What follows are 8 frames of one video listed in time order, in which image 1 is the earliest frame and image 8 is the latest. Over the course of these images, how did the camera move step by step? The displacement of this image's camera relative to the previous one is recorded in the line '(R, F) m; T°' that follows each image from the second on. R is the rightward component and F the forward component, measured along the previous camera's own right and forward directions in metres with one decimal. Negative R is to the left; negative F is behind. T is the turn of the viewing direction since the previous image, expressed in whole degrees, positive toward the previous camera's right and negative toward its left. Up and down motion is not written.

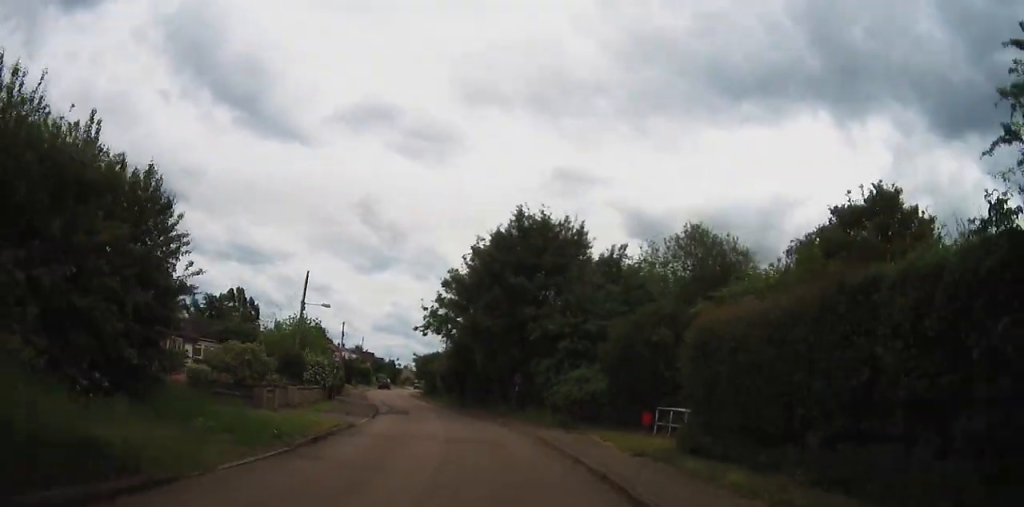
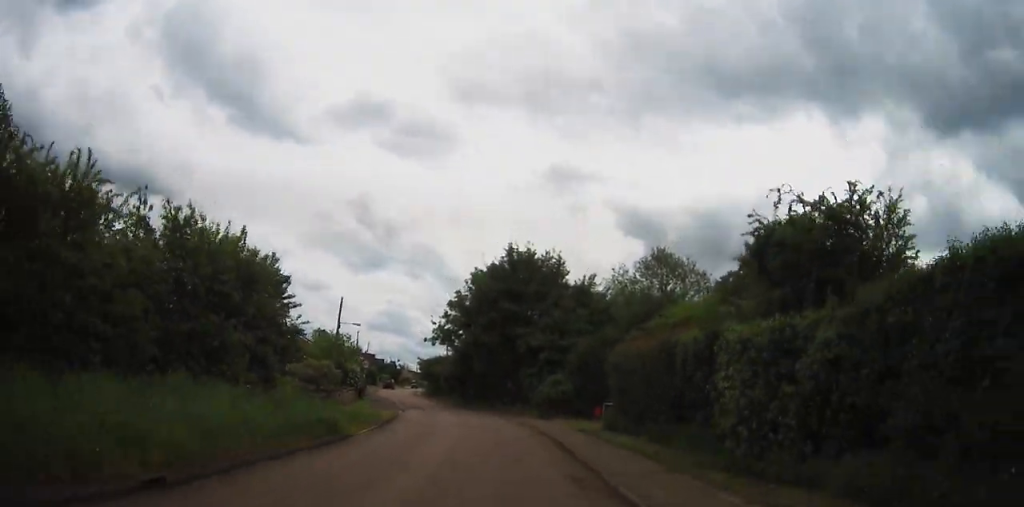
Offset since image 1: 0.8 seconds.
(+0.2, +9.7) m; +1°
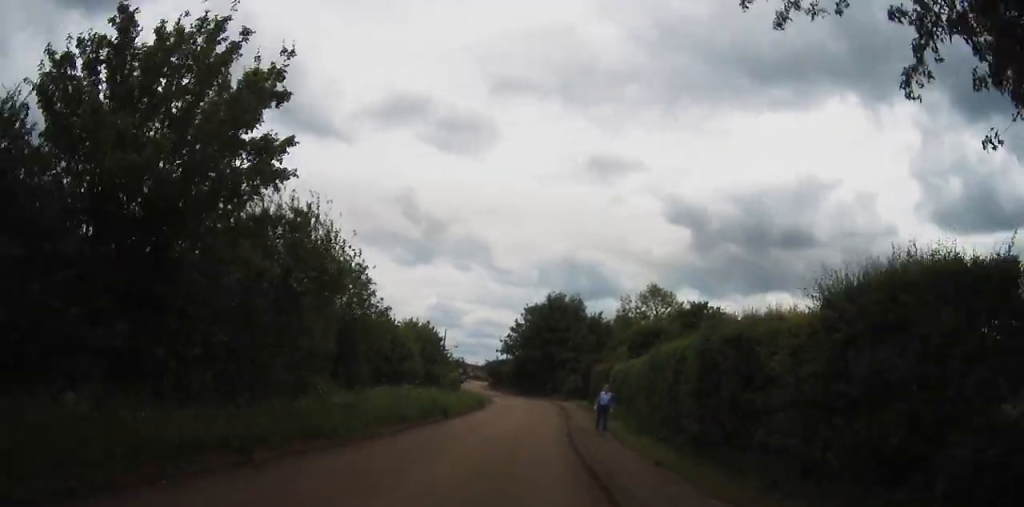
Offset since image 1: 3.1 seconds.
(-0.5, +29.1) m; -4°
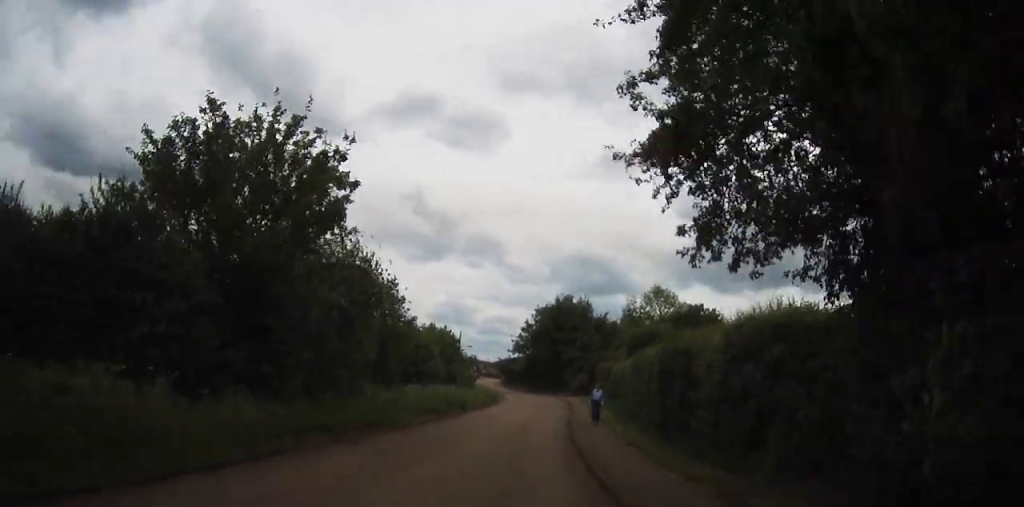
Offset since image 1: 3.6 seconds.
(-0.1, +4.9) m; -1°
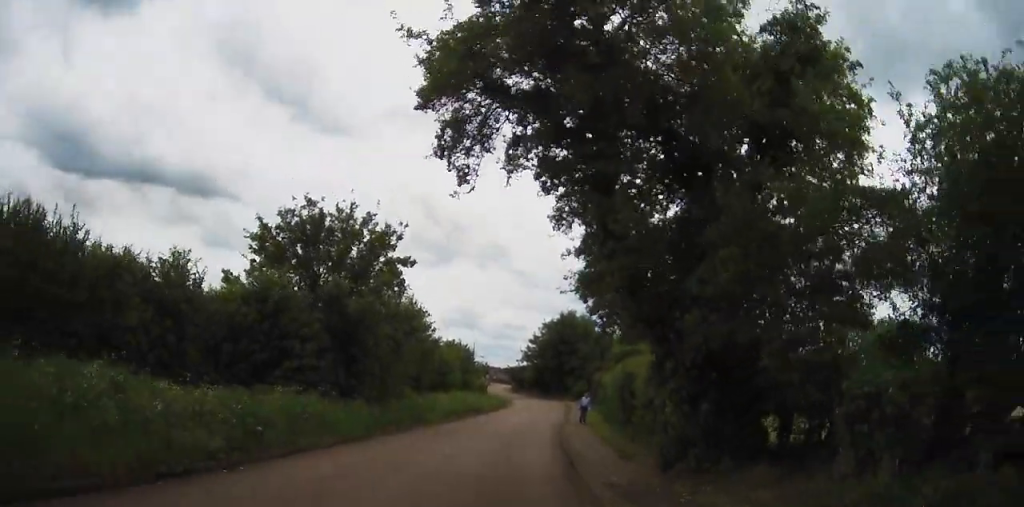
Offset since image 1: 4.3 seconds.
(-0.1, +8.6) m; -1°
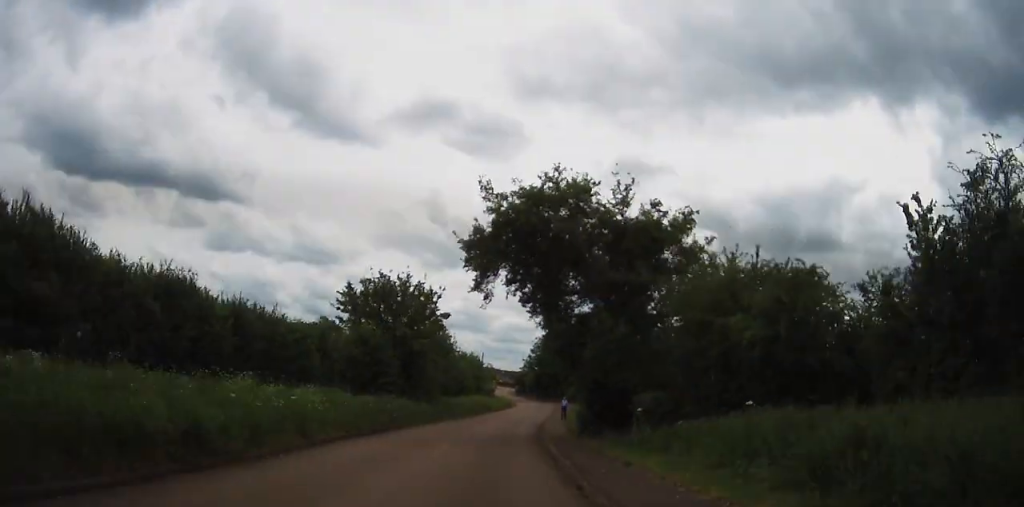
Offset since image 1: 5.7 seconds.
(+0.1, +14.5) m; -1°
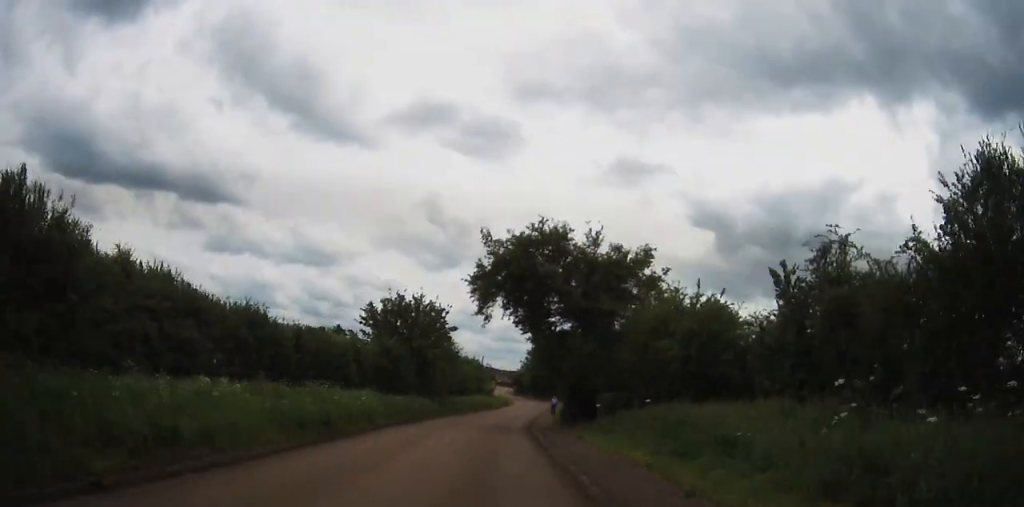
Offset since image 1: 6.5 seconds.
(-0.1, +7.7) m; -1°
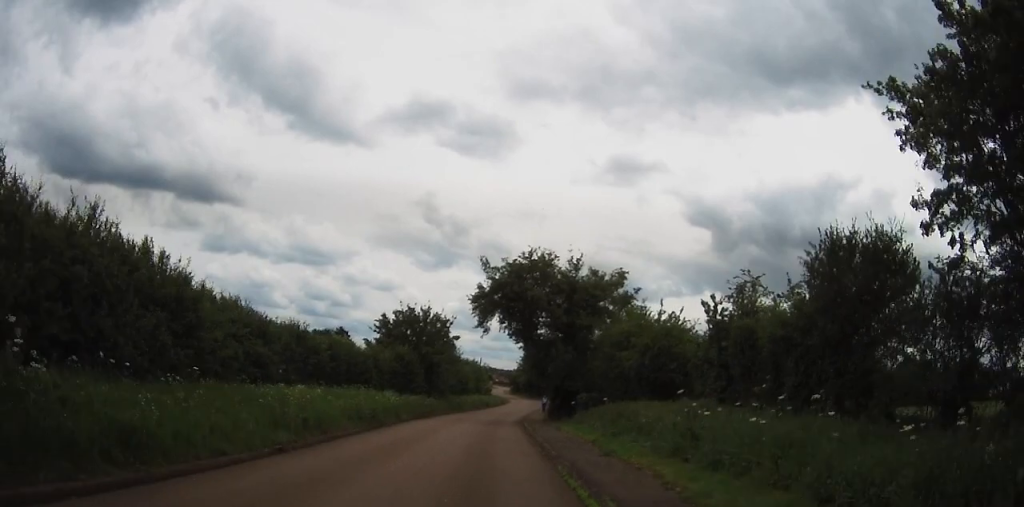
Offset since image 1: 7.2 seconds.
(-0.2, +7.1) m; -1°
